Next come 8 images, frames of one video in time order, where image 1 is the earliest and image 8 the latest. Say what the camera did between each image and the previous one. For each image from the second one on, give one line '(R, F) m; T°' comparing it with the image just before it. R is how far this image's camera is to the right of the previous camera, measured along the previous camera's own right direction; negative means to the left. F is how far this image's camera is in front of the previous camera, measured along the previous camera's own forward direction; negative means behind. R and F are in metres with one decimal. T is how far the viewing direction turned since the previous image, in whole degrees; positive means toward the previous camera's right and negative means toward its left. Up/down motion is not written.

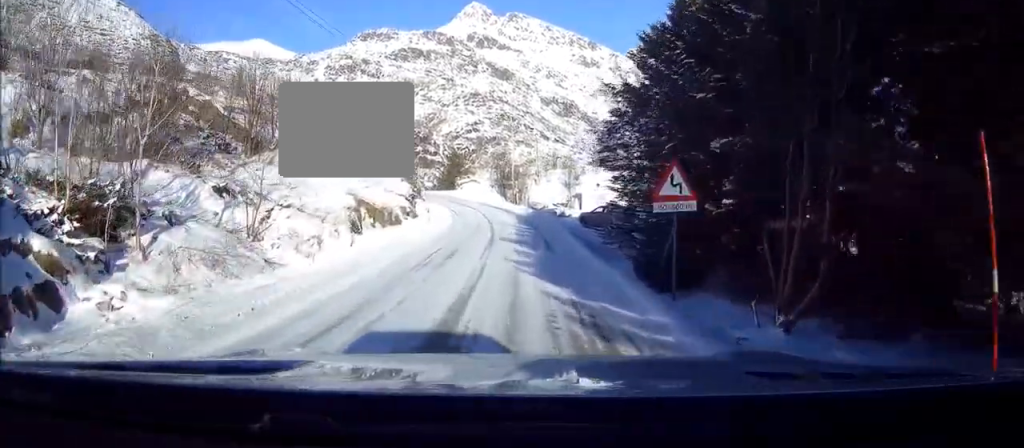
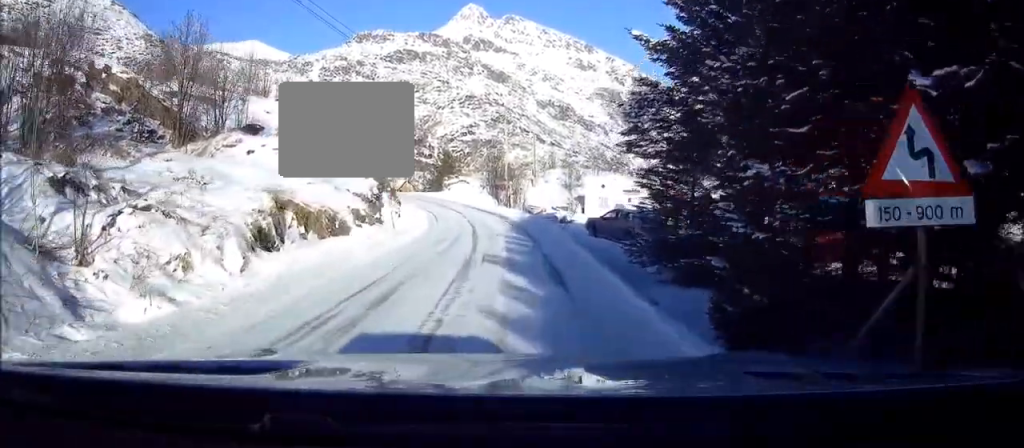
(+0.1, +7.9) m; +1°
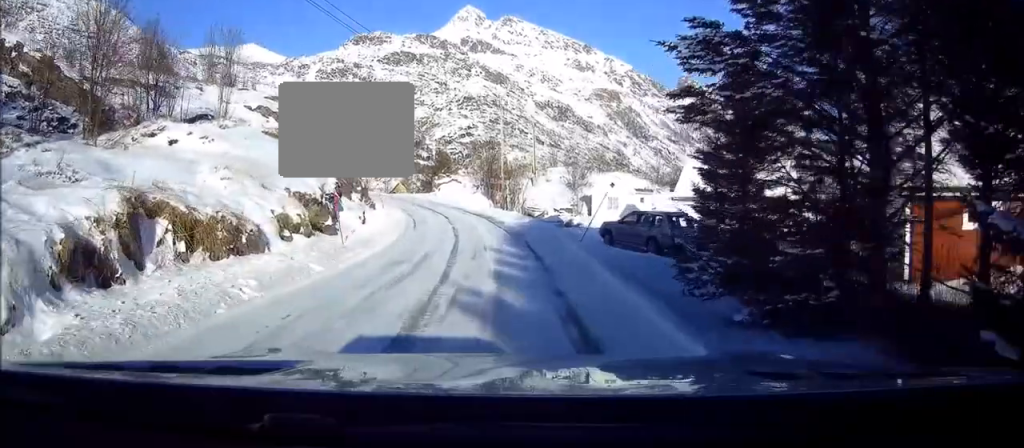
(0.0, +6.8) m; 0°
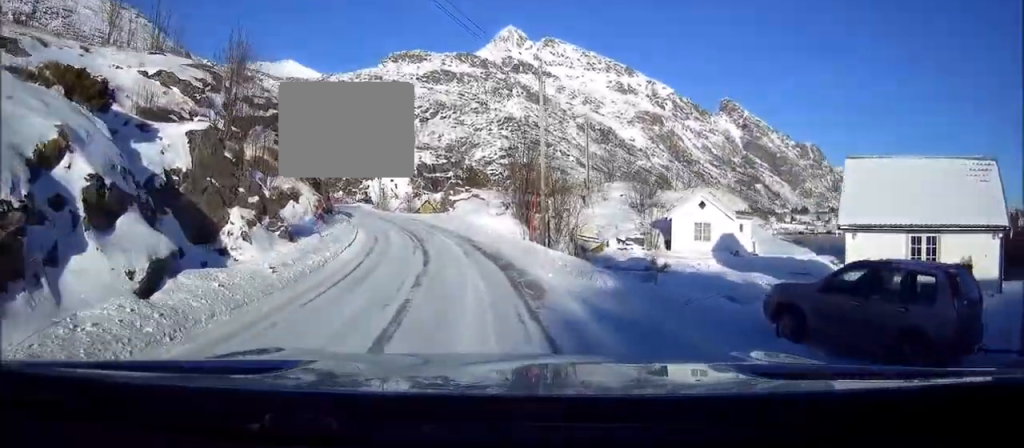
(-0.3, +16.5) m; -4°
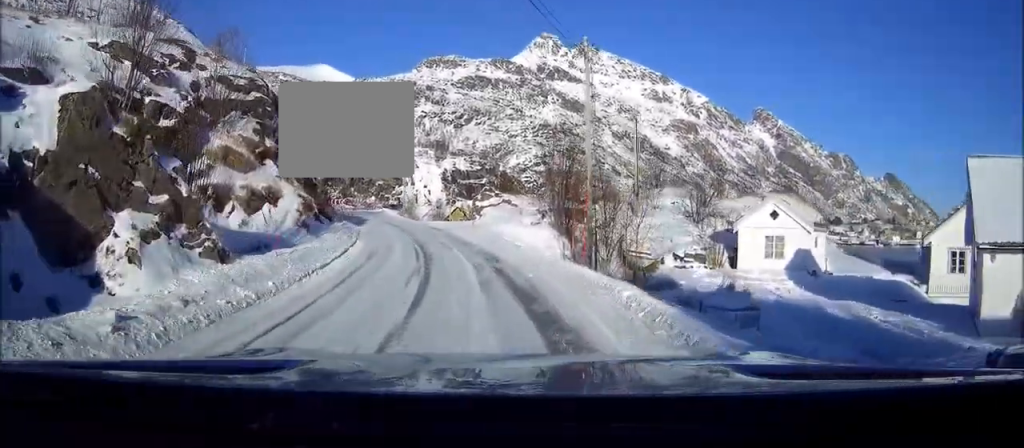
(-0.1, +6.0) m; -3°
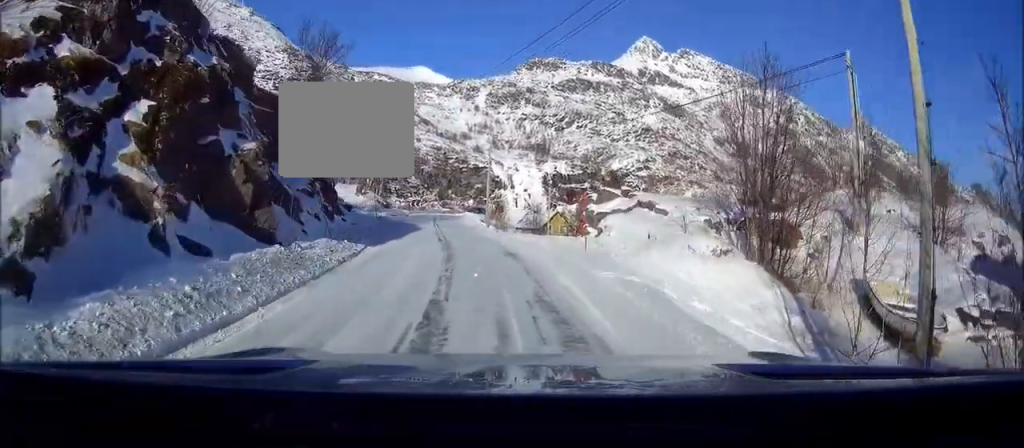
(-1.0, +16.0) m; -7°
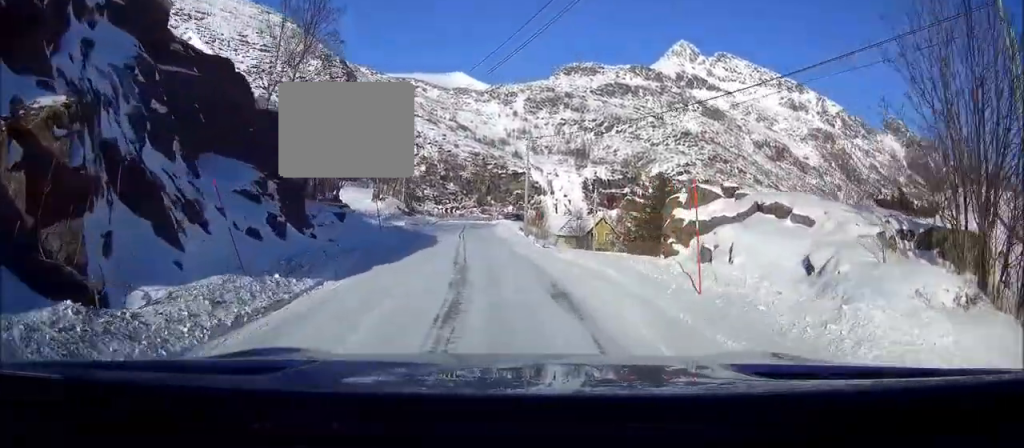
(-0.3, +7.6) m; -3°
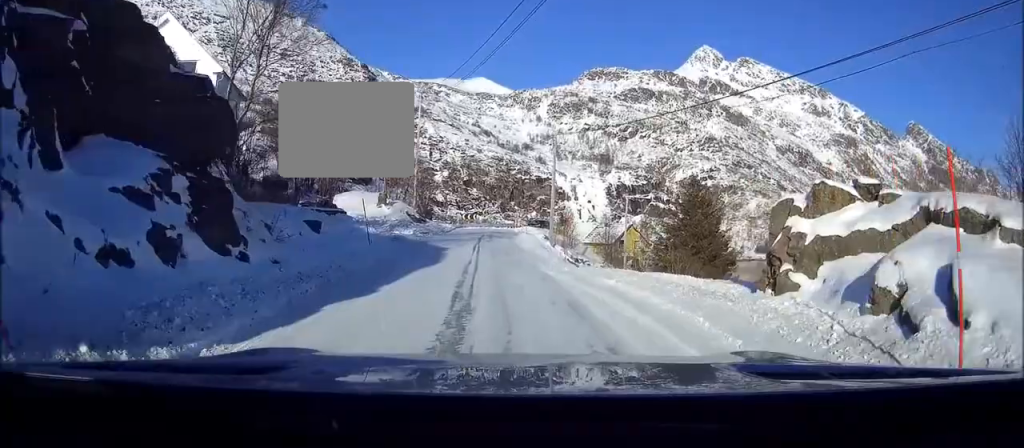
(0.0, +5.5) m; -2°
